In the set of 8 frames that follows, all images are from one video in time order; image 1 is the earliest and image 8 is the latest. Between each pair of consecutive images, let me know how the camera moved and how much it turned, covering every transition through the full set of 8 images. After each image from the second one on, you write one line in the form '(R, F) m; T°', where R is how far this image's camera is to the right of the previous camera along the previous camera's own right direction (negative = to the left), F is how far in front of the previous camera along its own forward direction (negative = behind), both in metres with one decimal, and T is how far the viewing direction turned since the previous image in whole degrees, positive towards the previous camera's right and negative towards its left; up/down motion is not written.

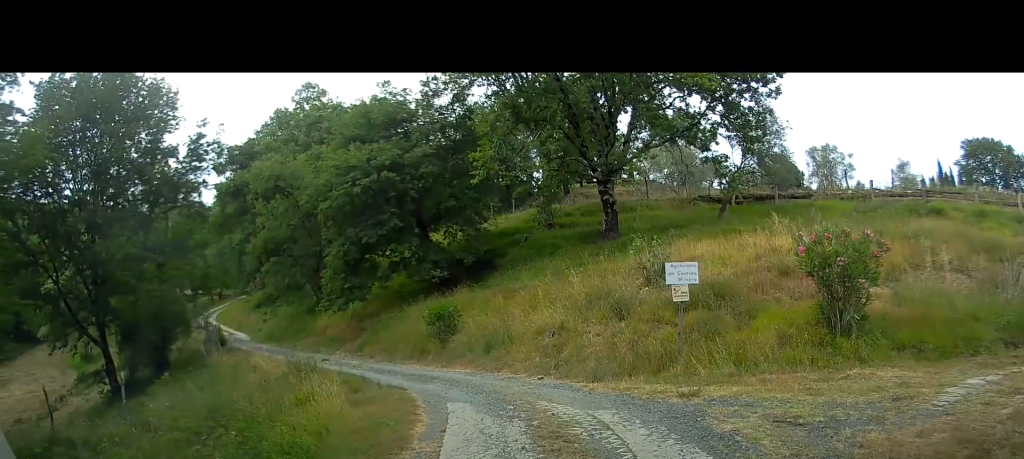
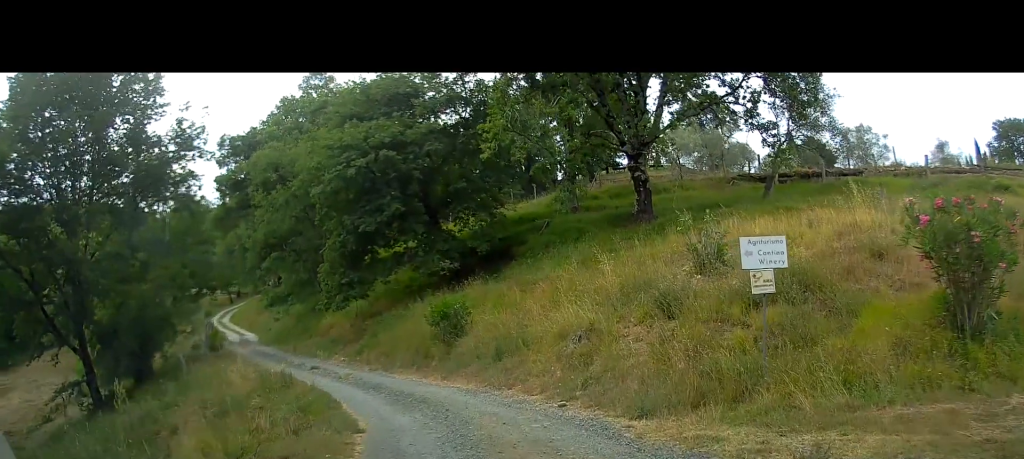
(-0.1, +2.9) m; -6°
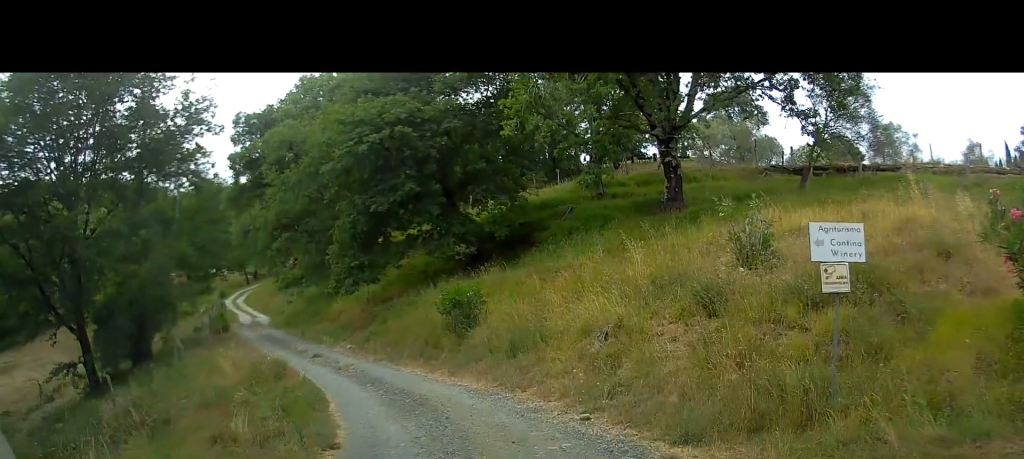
(0.0, +1.4) m; +1°
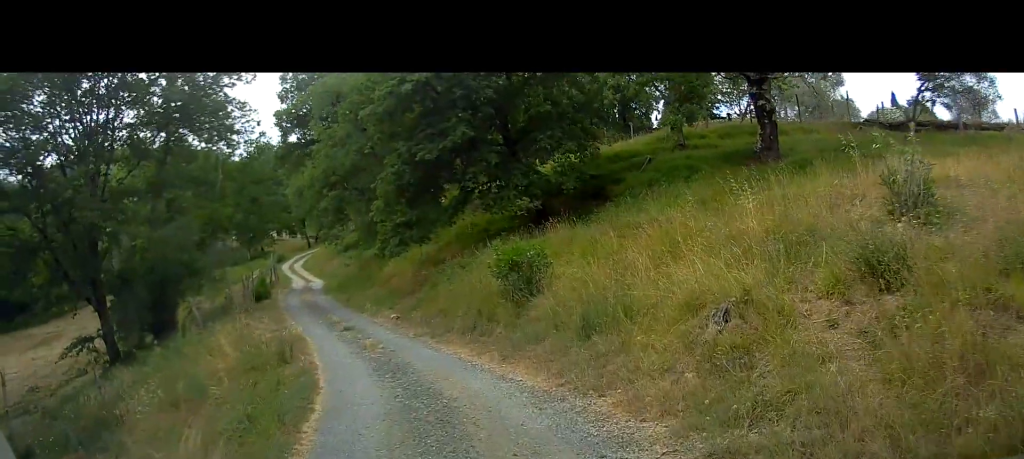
(+0.1, +3.4) m; -1°
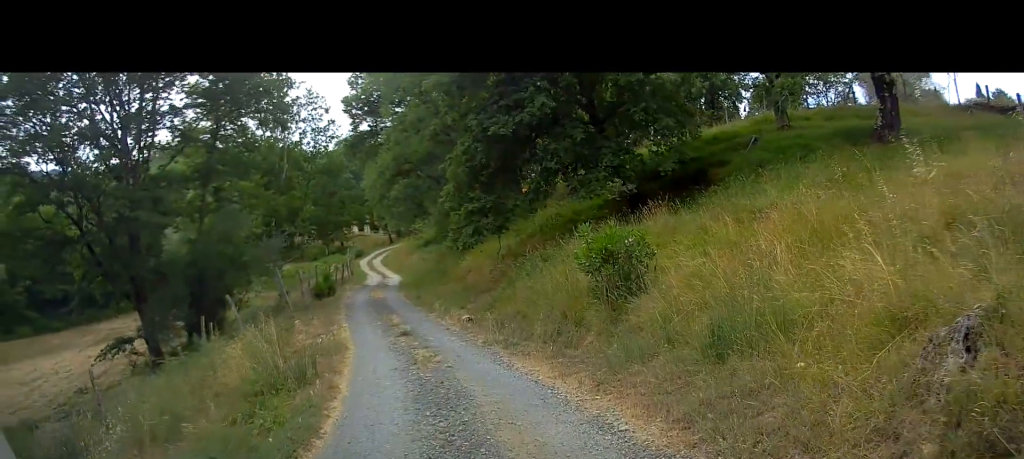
(-0.2, +3.4) m; -9°
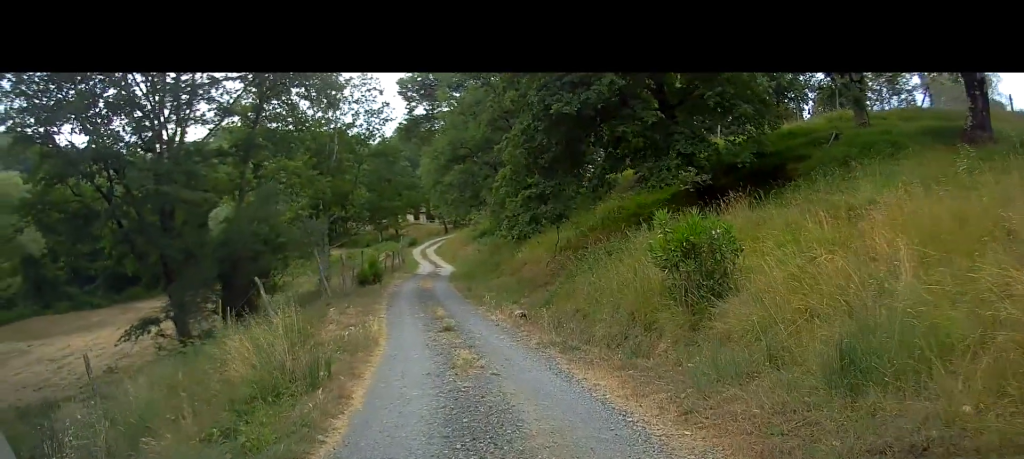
(-0.1, +2.2) m; -6°
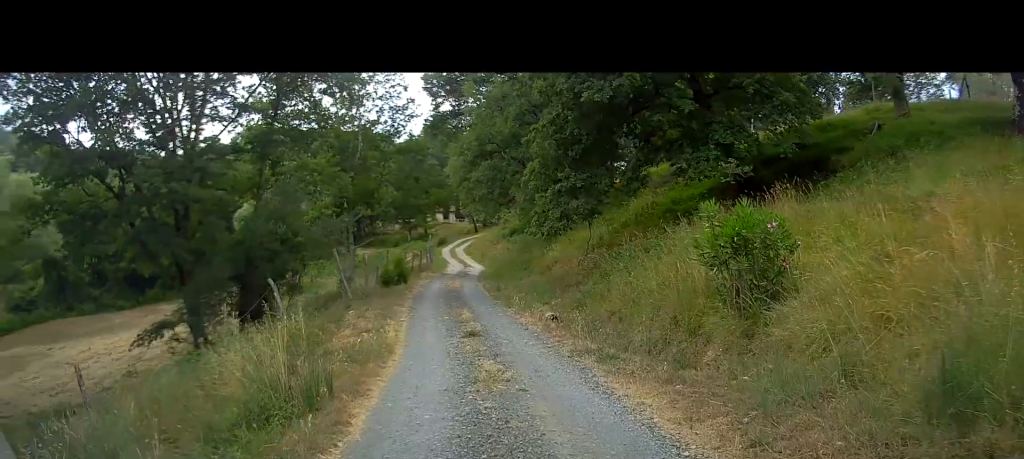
(-0.1, +1.4) m; -3°
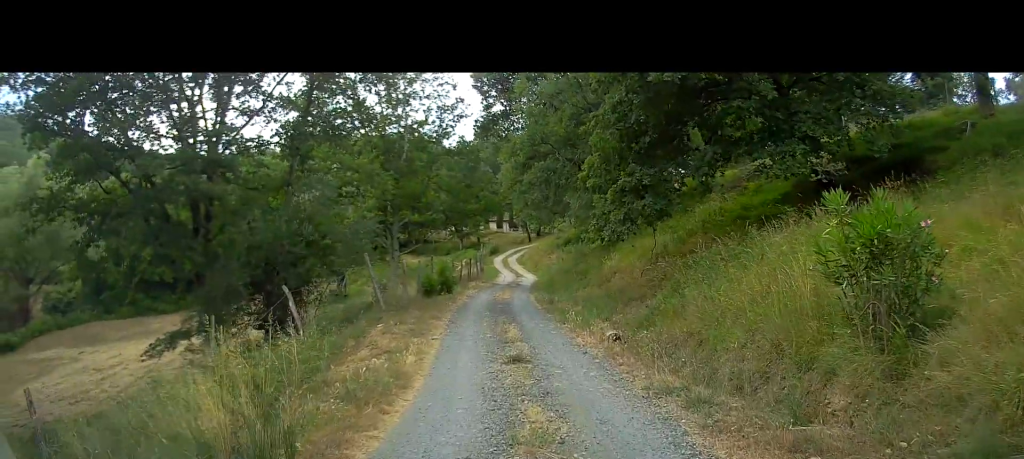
(-0.2, +3.1) m; -4°
